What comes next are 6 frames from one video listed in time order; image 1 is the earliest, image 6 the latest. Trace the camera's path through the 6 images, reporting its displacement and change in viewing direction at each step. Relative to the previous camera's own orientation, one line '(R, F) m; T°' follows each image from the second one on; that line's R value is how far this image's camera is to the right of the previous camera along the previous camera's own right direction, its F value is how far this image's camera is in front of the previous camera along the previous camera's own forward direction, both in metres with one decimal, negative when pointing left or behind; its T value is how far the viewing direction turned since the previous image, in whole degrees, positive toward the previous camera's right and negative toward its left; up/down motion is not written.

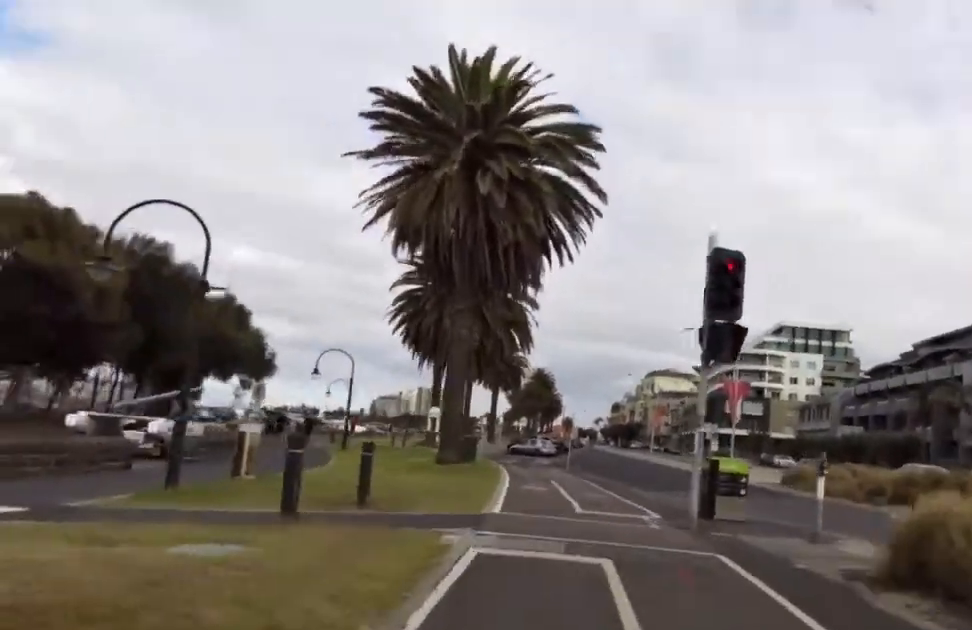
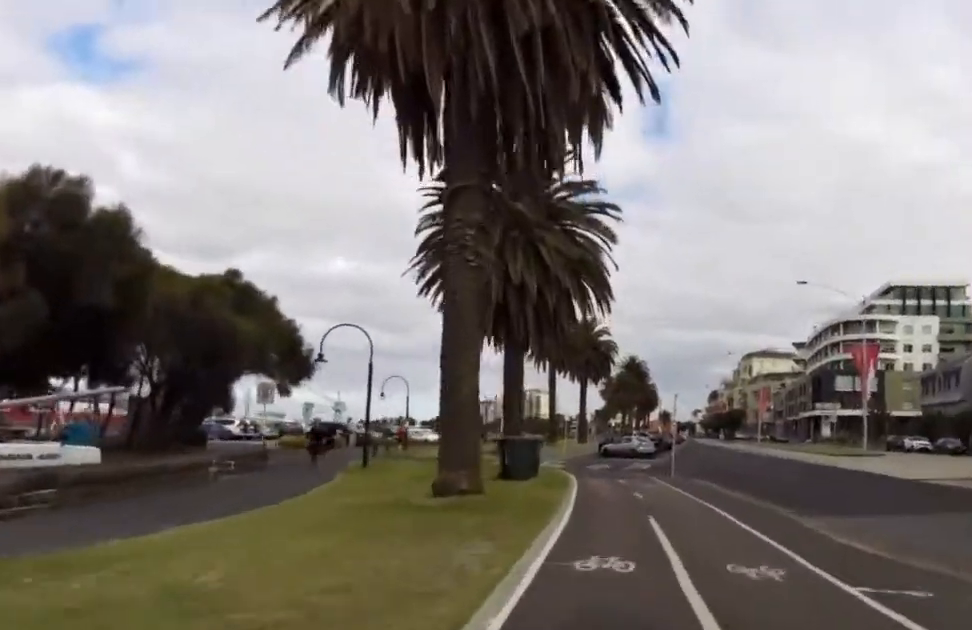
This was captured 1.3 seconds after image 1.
(-0.3, +9.5) m; -9°
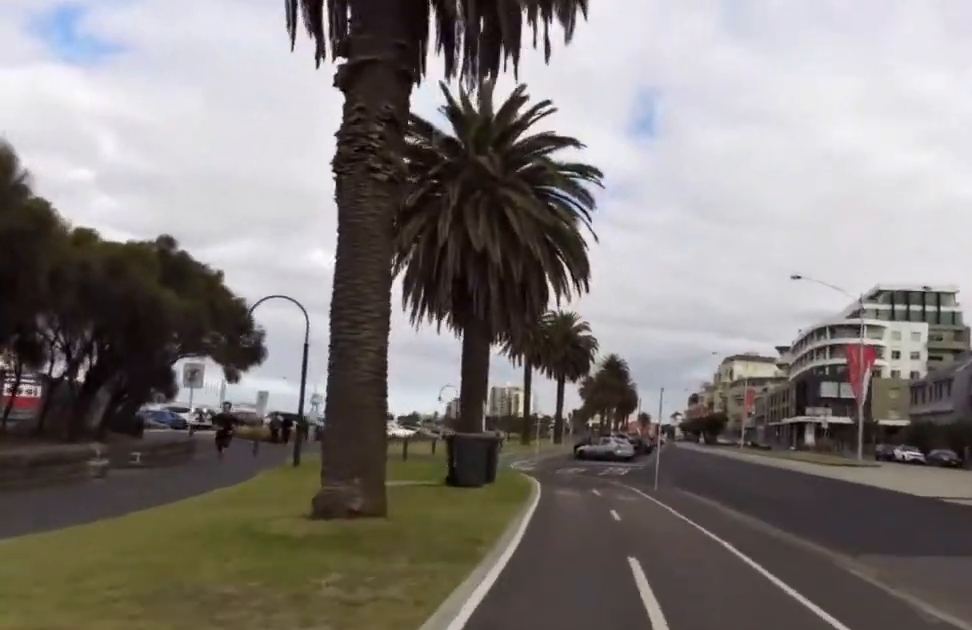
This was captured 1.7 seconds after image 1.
(-0.3, +3.4) m; -1°
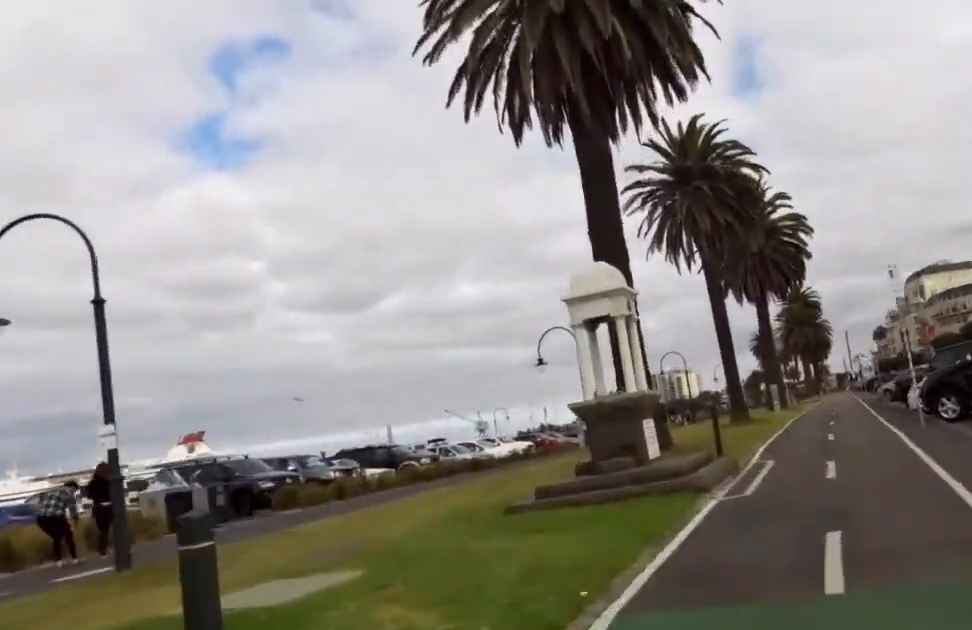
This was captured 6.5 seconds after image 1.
(-2.9, +36.7) m; -4°
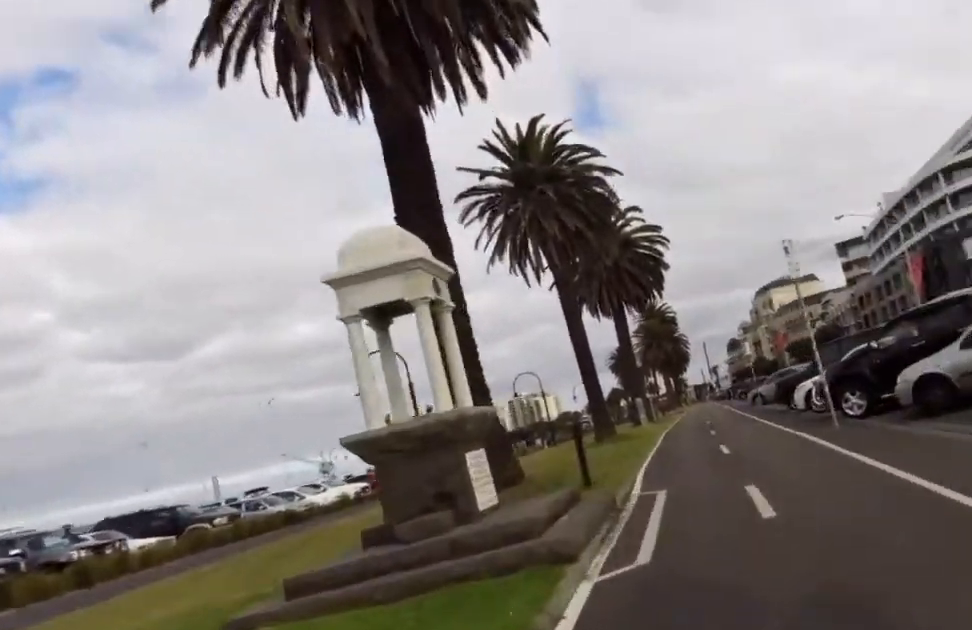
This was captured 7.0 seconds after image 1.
(0.0, +3.6) m; +2°
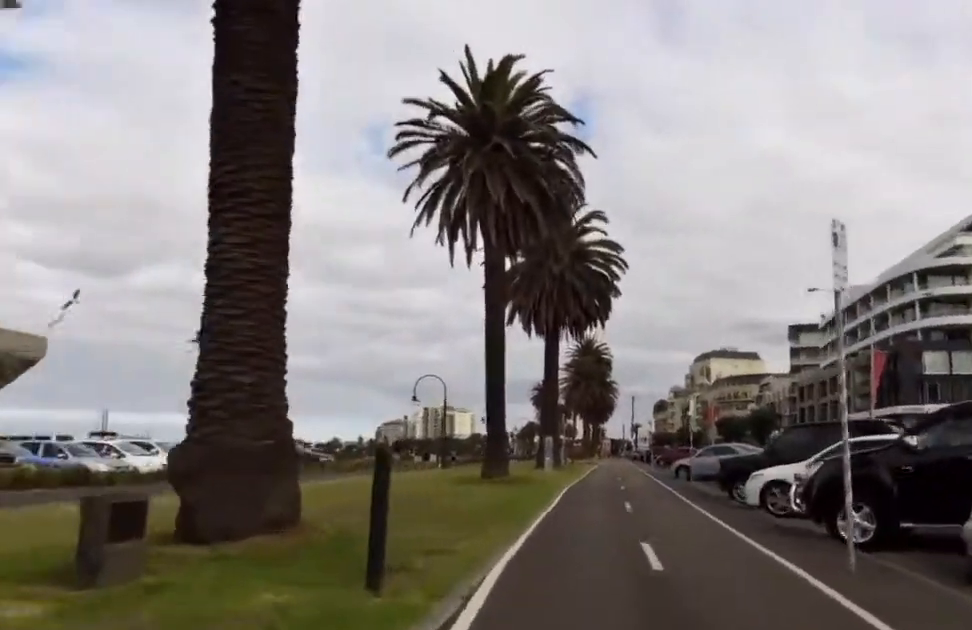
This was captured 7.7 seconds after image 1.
(+0.2, +5.0) m; +7°
